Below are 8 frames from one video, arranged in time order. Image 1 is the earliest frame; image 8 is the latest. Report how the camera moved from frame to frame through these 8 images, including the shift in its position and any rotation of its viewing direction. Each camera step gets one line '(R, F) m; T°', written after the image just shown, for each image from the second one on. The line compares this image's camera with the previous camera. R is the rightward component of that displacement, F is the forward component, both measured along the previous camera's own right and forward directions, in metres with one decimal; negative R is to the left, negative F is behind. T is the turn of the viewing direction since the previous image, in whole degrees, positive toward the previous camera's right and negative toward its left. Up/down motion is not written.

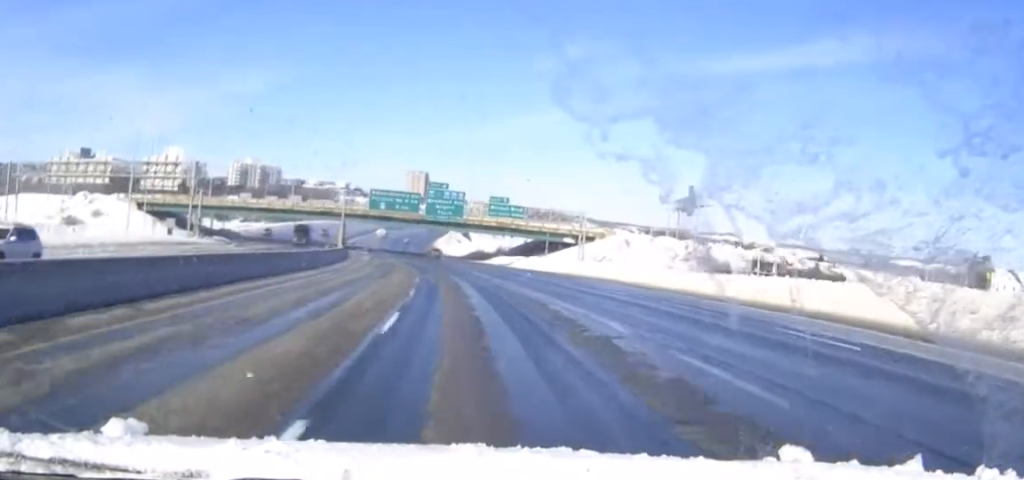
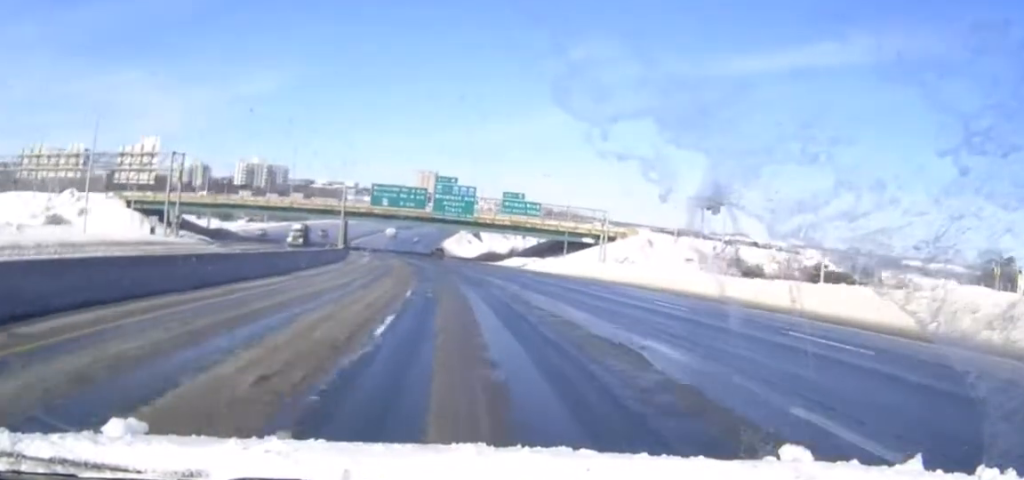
(-0.1, +9.8) m; -1°
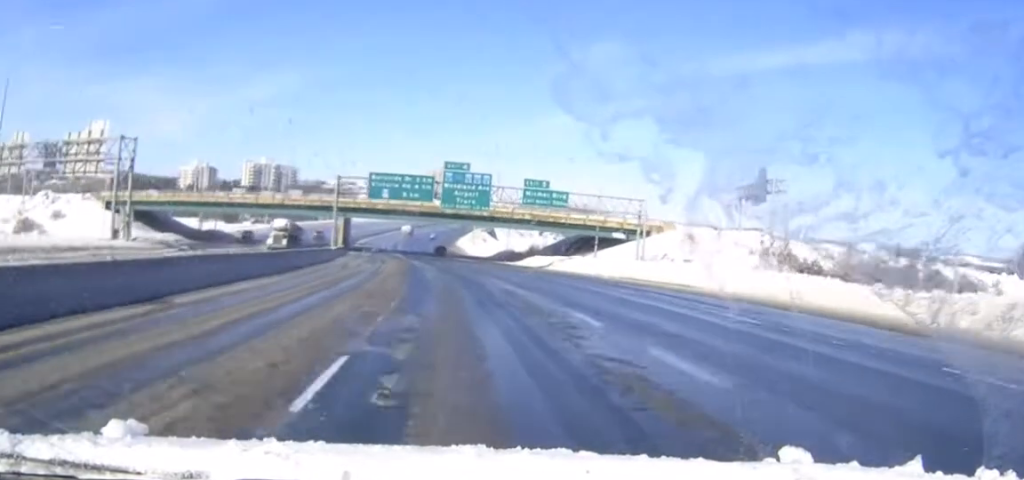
(-0.1, +14.5) m; -1°
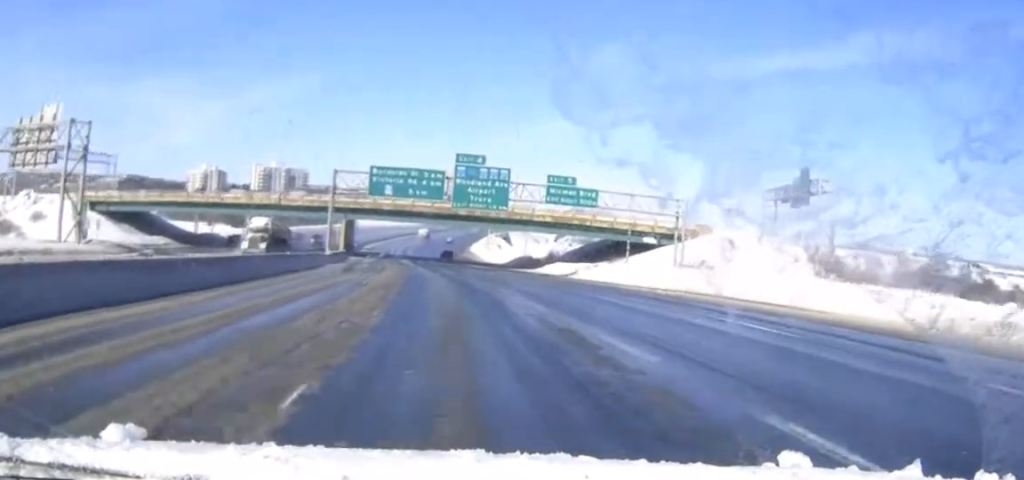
(-0.1, +10.8) m; -1°
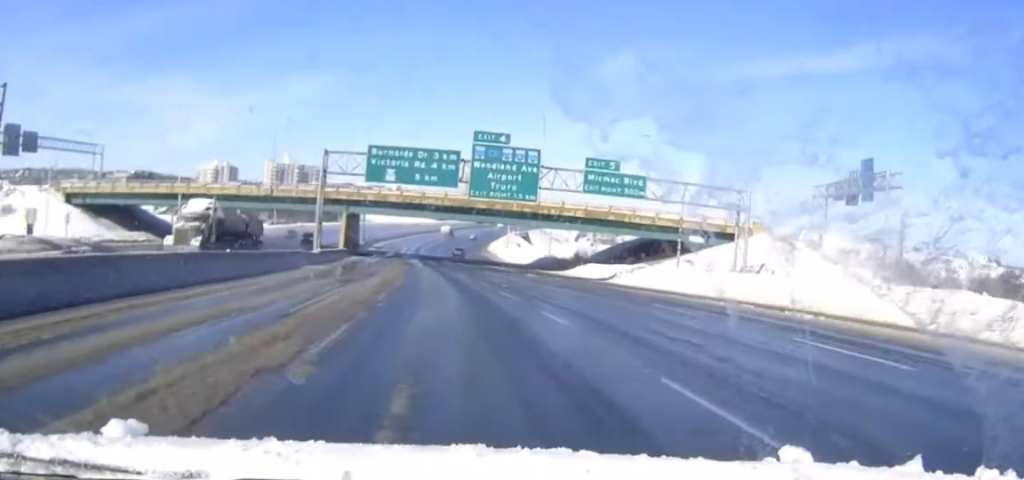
(-0.1, +13.5) m; -1°
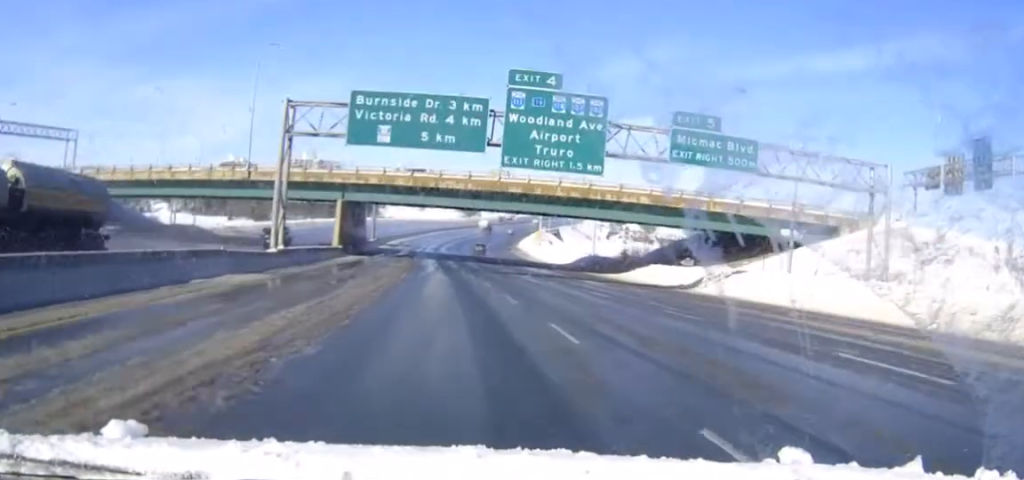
(-0.2, +19.7) m; -2°
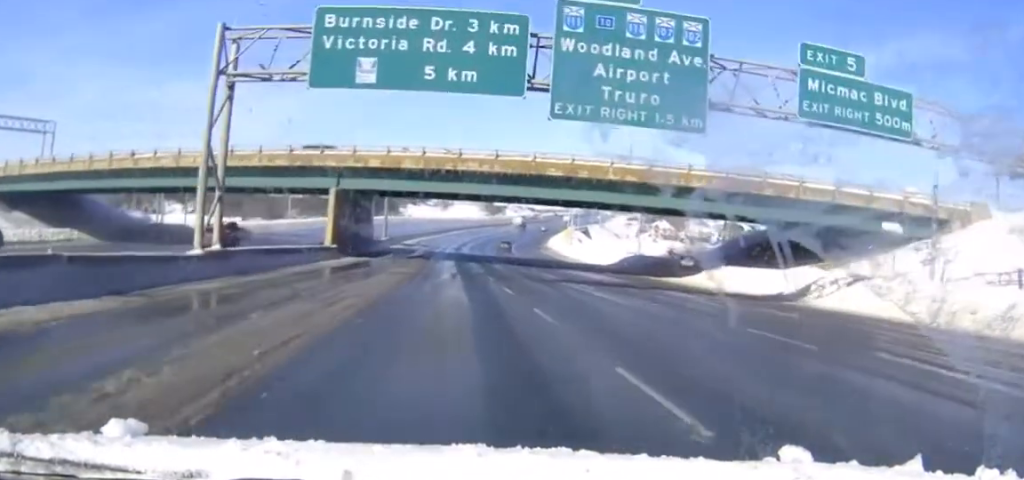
(-0.2, +14.3) m; -2°
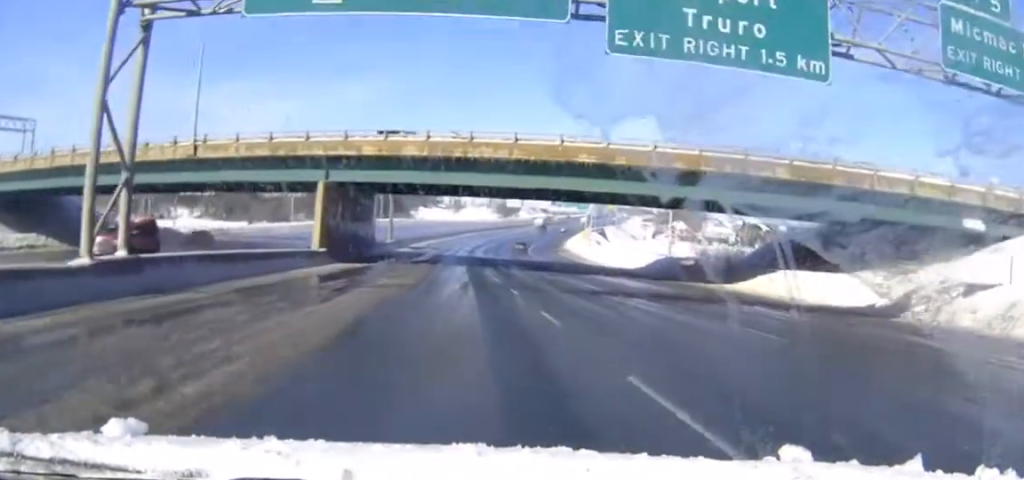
(-0.1, +8.9) m; -1°
